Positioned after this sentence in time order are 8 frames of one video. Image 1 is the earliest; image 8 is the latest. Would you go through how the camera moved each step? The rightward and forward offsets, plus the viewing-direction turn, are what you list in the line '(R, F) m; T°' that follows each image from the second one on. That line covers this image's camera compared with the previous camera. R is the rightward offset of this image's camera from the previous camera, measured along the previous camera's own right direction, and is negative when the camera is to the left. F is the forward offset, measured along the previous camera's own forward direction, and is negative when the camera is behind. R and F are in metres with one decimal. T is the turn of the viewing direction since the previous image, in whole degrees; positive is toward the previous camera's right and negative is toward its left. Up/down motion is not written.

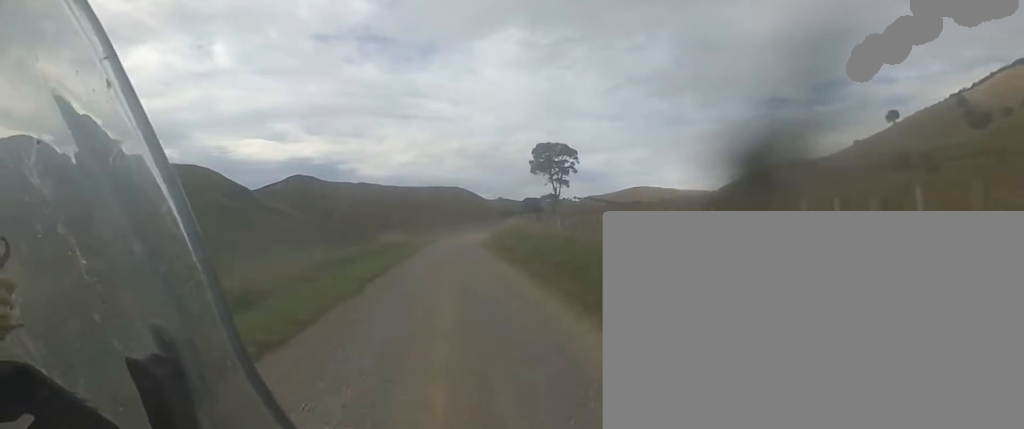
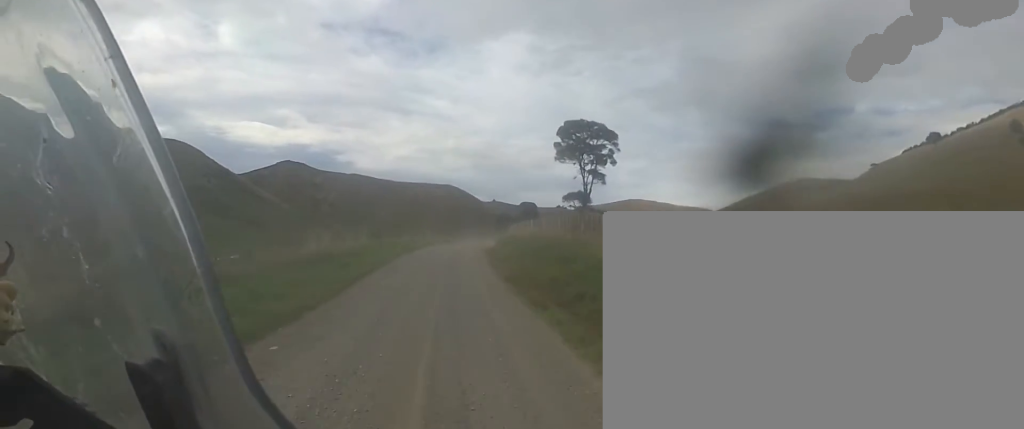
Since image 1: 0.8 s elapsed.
(+0.6, +12.8) m; +2°
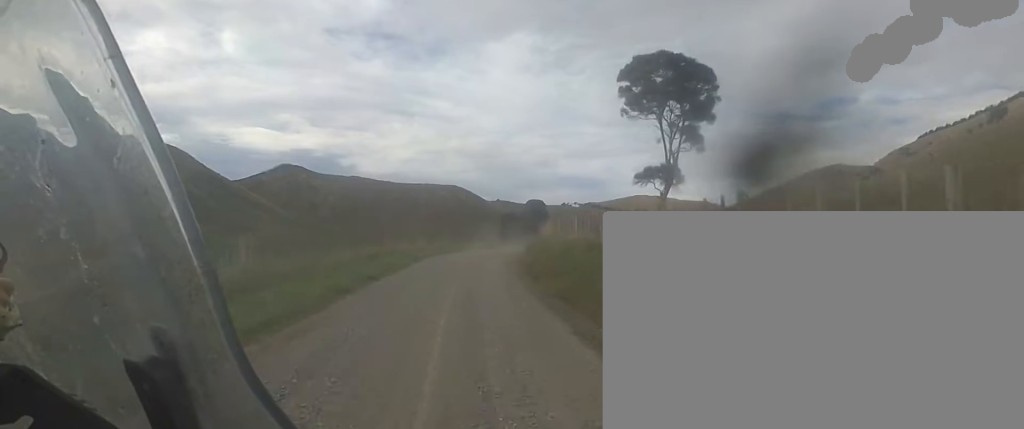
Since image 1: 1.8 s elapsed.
(+0.2, +14.8) m; +1°
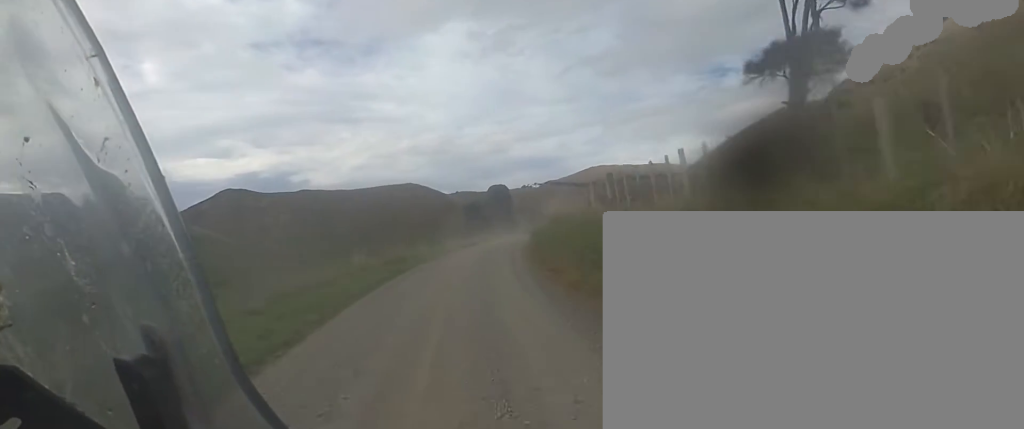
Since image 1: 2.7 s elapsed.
(0.0, +12.2) m; +5°
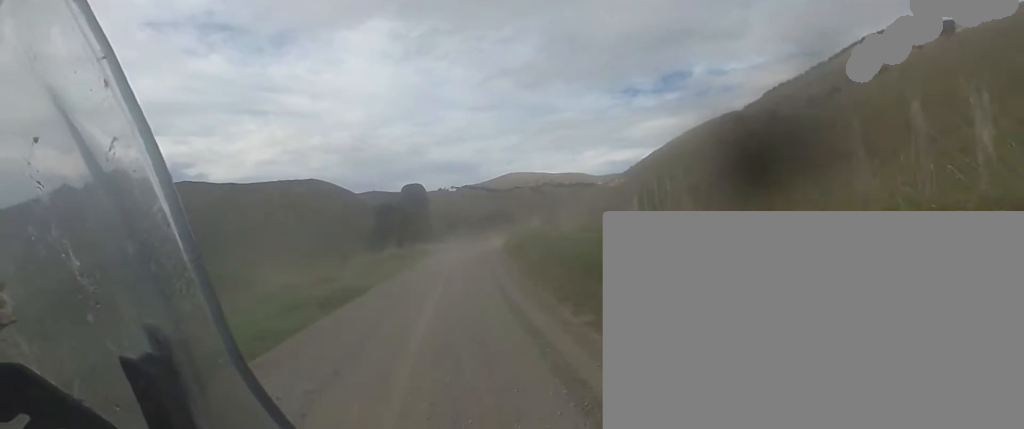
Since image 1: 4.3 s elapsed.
(+3.6, +23.8) m; +13°
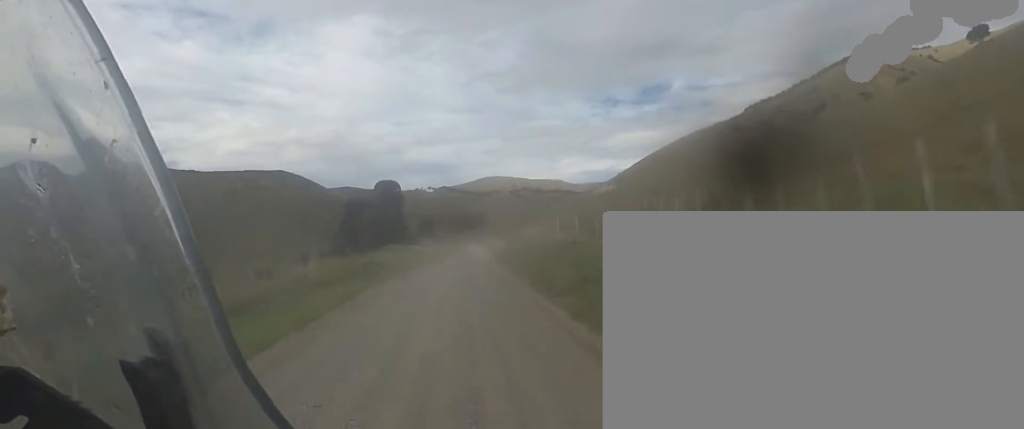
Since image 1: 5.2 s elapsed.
(+0.1, +13.7) m; -2°
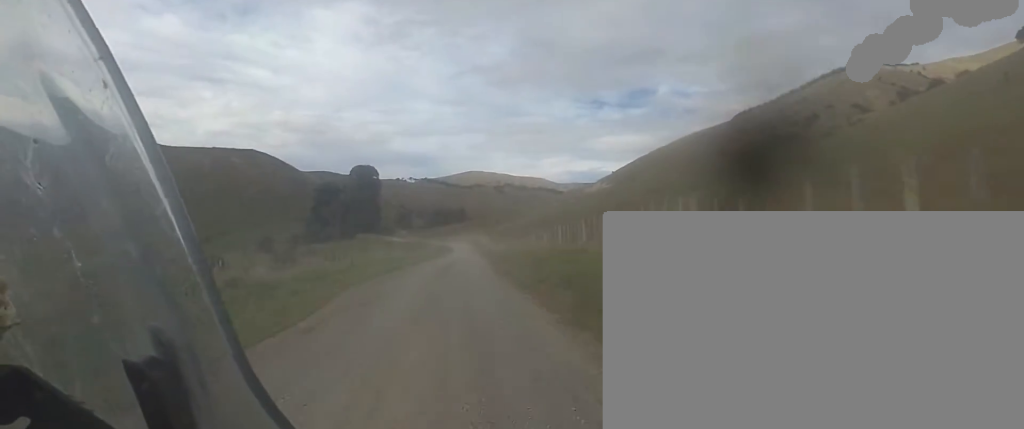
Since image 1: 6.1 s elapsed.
(-0.6, +14.0) m; 0°
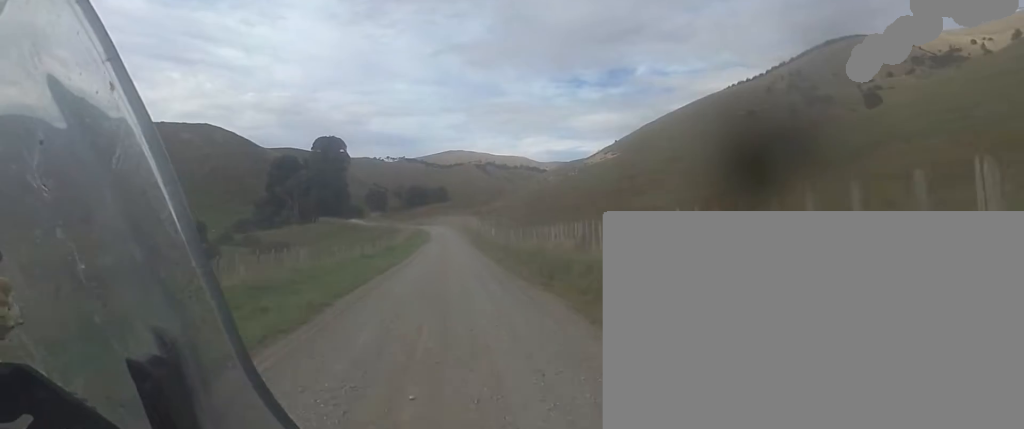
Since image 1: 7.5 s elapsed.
(+1.6, +23.8) m; +6°
